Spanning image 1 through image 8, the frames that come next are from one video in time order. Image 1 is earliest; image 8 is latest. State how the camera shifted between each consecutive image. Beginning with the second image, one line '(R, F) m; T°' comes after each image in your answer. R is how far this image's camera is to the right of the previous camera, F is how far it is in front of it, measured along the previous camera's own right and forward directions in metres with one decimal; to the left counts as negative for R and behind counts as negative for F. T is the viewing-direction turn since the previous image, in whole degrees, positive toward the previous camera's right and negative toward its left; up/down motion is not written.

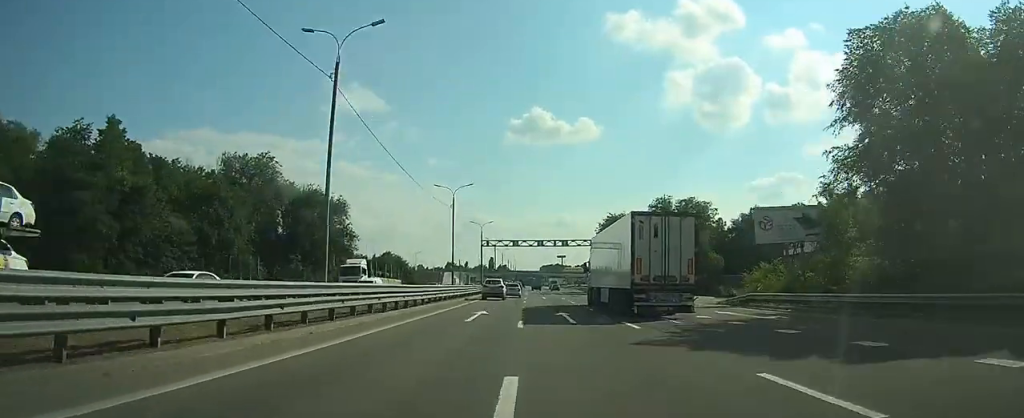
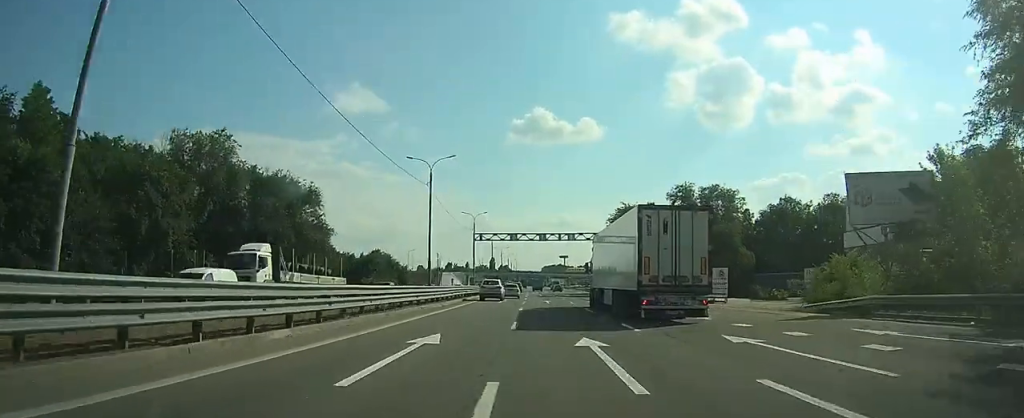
(0.0, +12.8) m; 0°
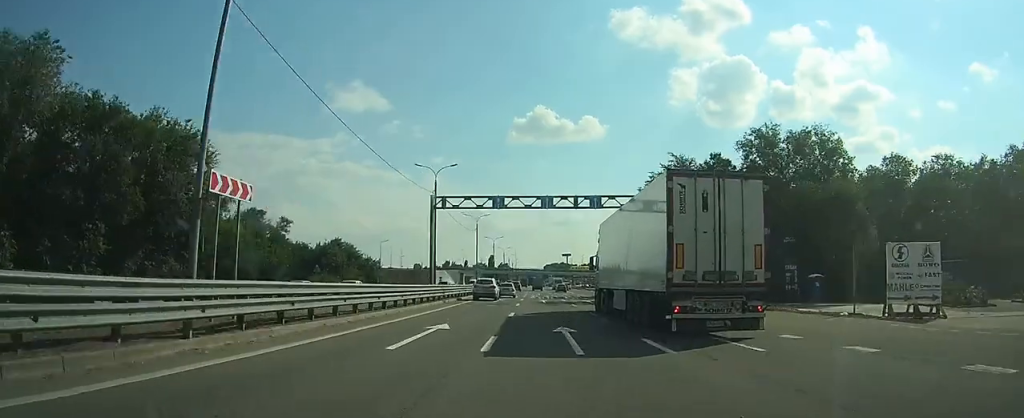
(0.0, +30.4) m; 0°
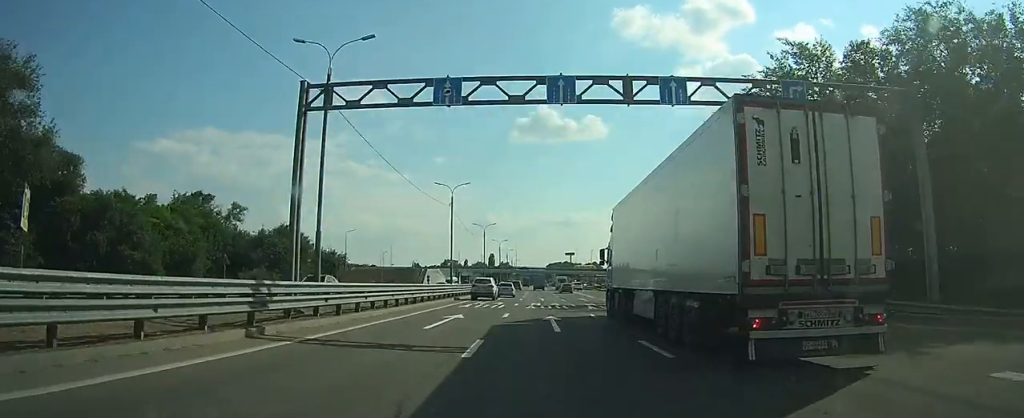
(-0.2, +25.8) m; -1°
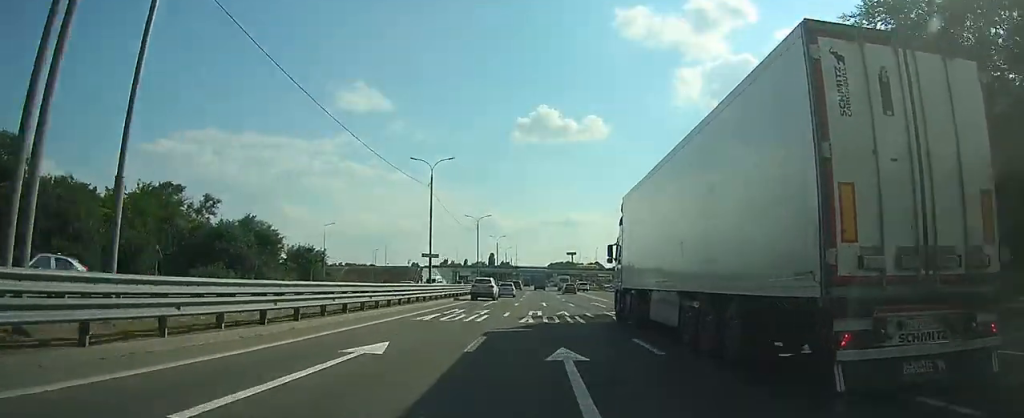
(0.0, +11.5) m; 0°
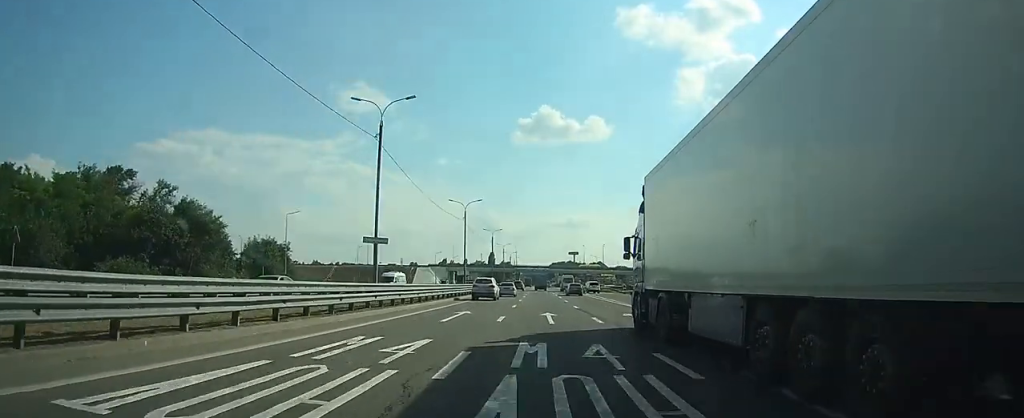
(0.0, +15.5) m; 0°
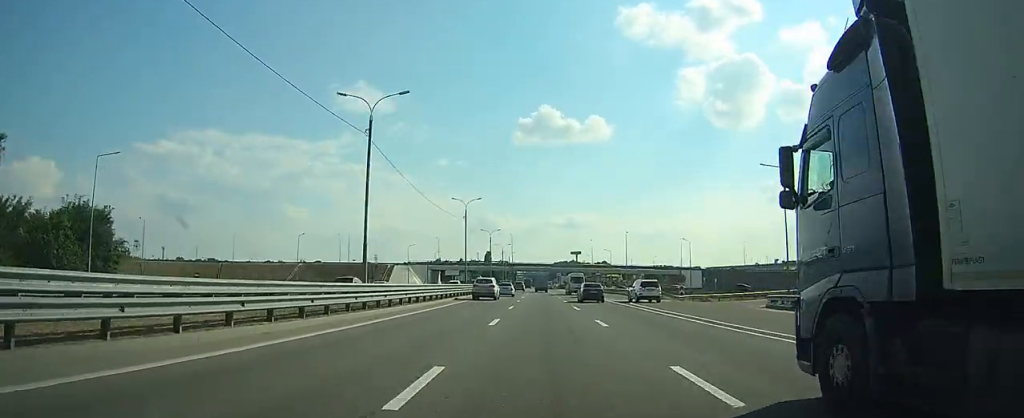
(-0.1, +38.4) m; 0°
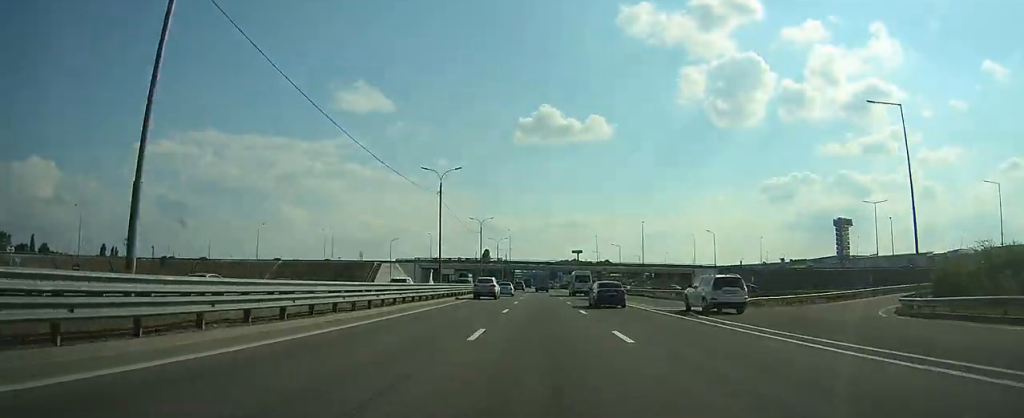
(0.0, +17.3) m; 0°
